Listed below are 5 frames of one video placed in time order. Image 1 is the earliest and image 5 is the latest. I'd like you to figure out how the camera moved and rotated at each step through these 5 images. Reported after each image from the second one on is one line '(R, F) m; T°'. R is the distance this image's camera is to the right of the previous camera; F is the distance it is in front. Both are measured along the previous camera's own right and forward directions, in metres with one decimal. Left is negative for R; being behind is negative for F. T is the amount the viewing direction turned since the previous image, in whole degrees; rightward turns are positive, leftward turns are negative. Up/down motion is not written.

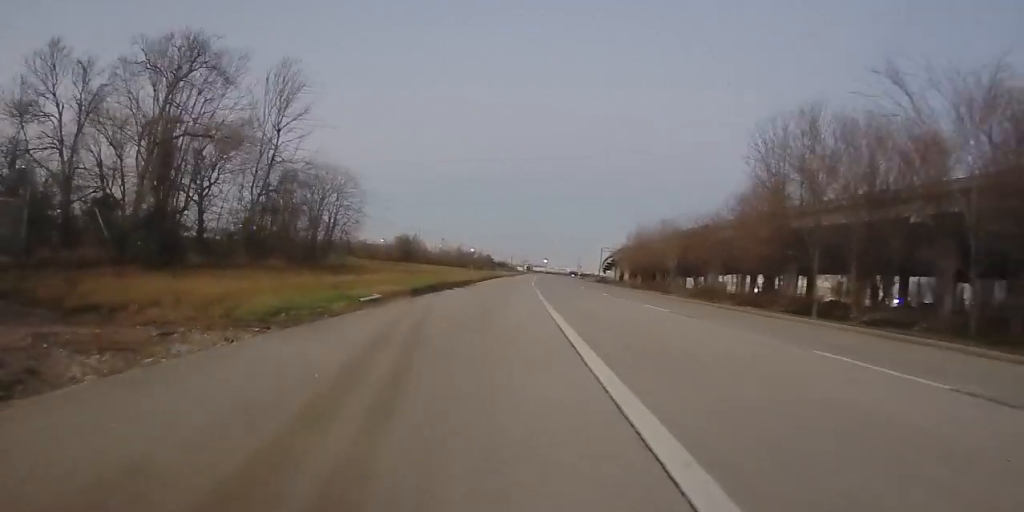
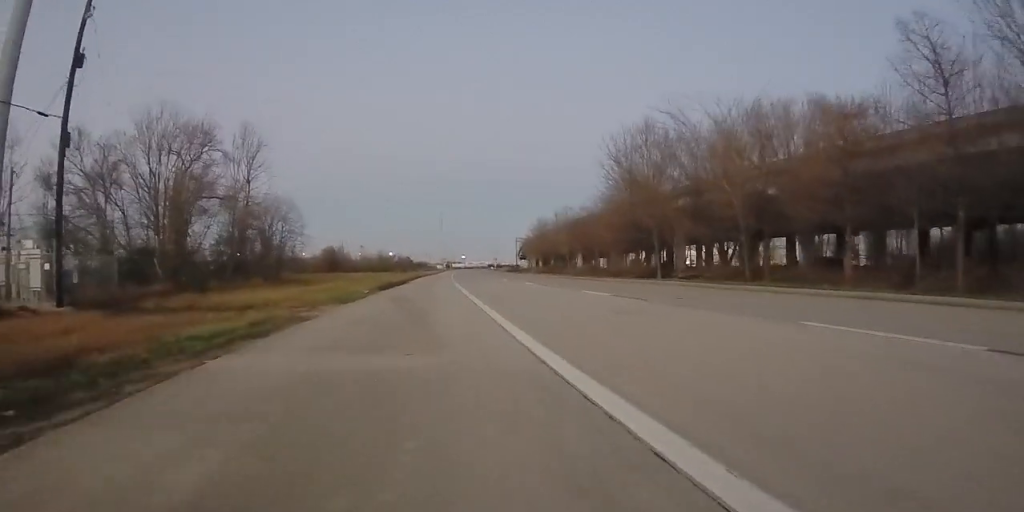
(+1.0, +9.1) m; +8°
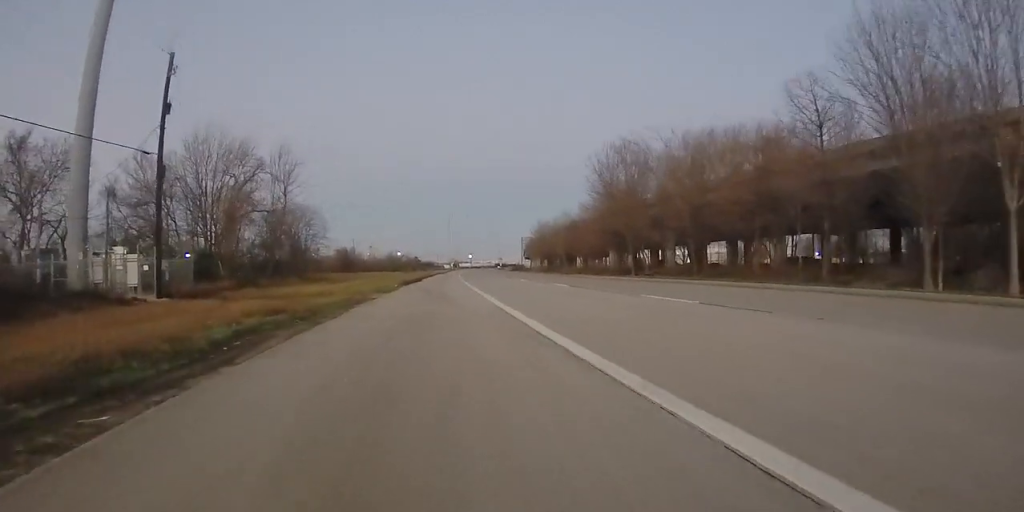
(0.0, +6.8) m; -4°
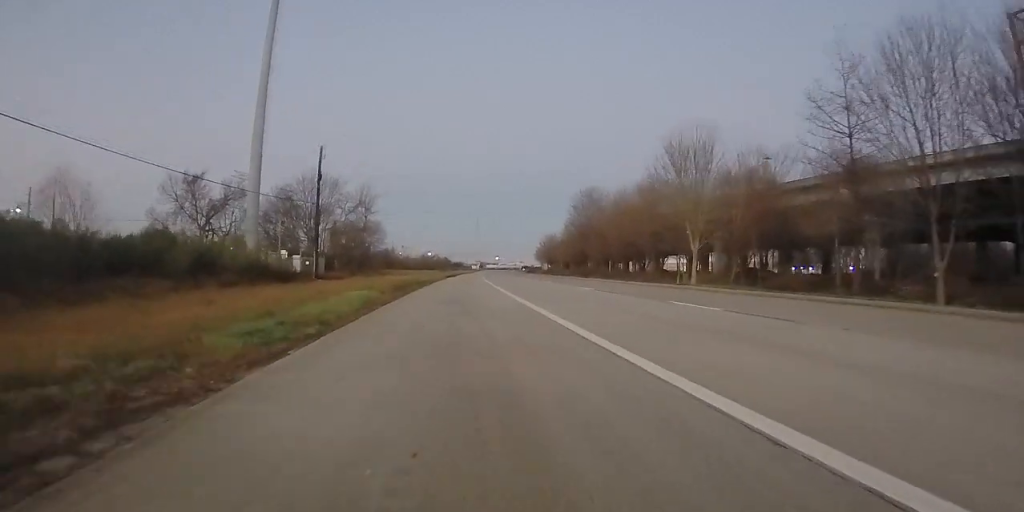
(-1.1, +23.8) m; 0°
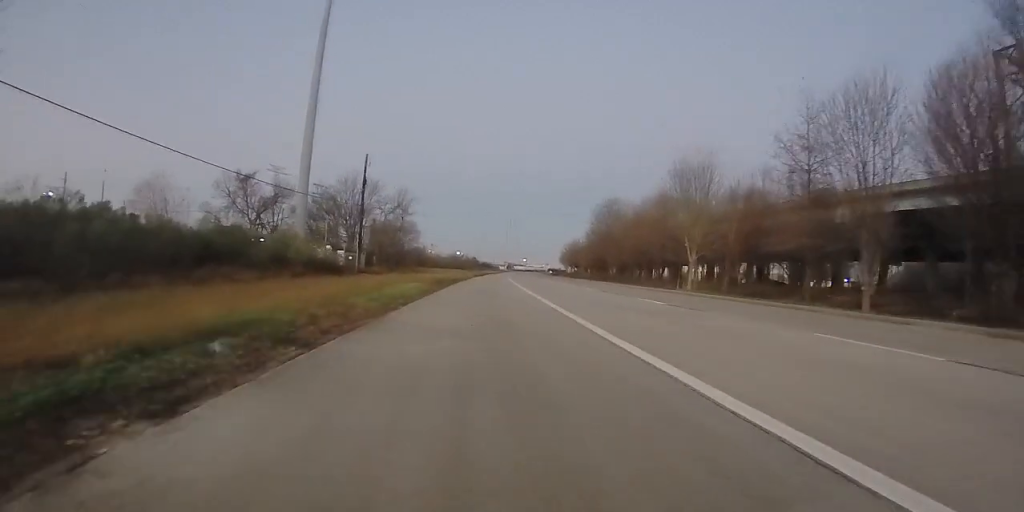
(0.0, +5.7) m; -2°
